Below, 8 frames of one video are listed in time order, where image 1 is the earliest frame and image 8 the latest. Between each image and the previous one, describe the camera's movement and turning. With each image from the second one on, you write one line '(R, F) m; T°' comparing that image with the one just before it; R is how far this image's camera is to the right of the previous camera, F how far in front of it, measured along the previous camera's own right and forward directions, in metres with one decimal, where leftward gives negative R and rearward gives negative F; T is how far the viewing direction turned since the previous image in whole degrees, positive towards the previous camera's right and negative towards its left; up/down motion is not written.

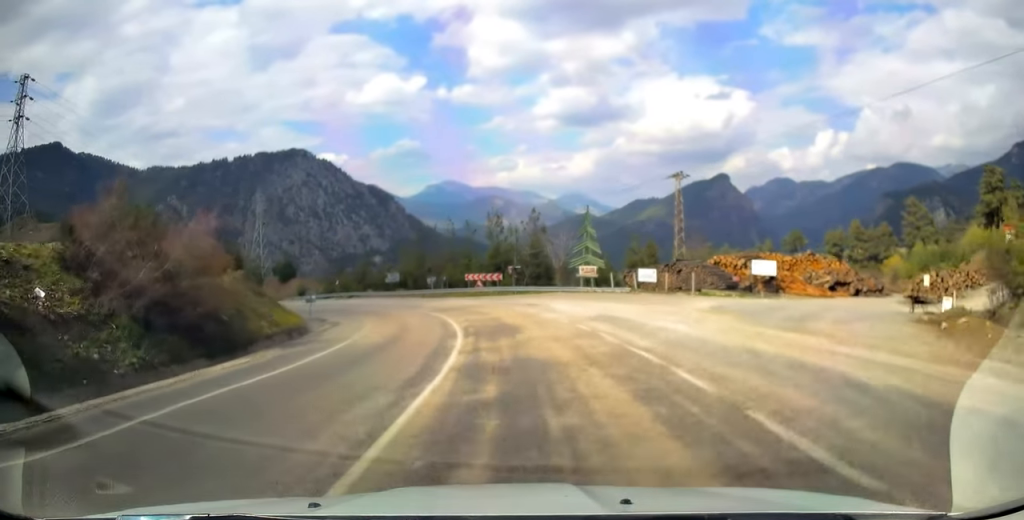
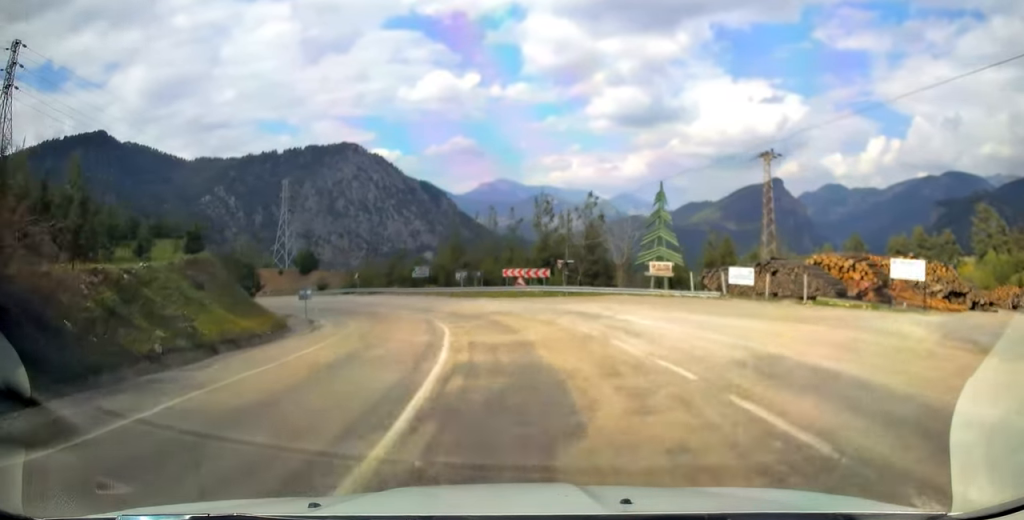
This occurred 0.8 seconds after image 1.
(-0.4, +11.8) m; -5°
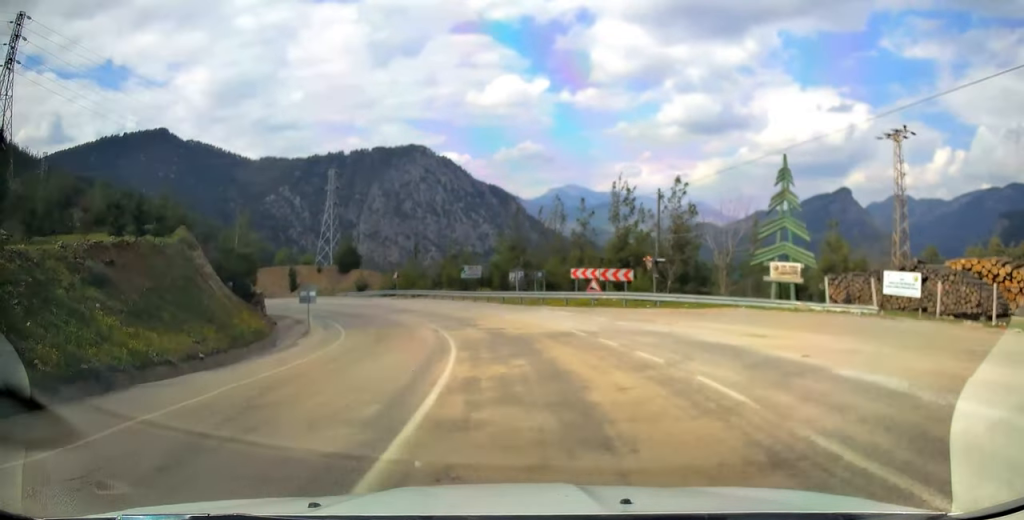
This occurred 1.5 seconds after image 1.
(-0.5, +10.8) m; -6°
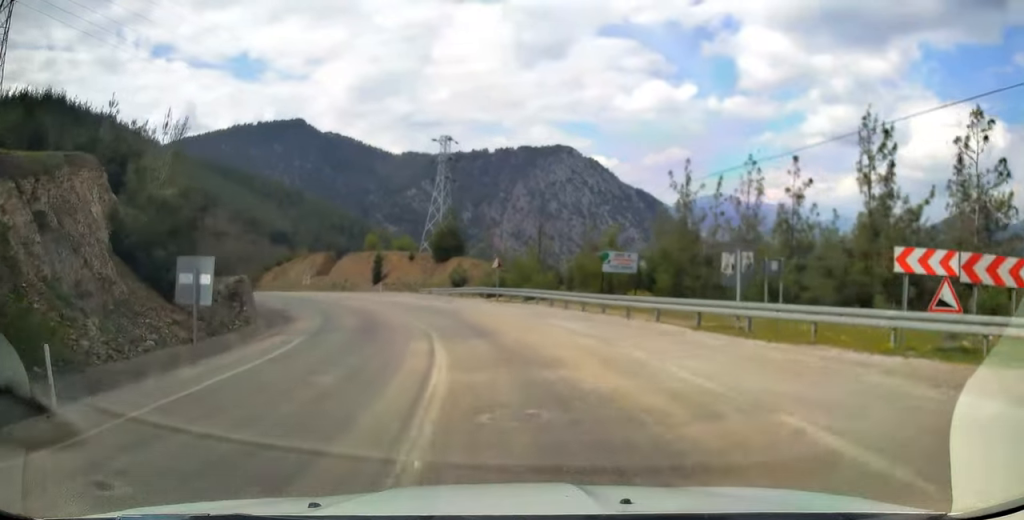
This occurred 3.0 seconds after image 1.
(-2.6, +21.2) m; -15°
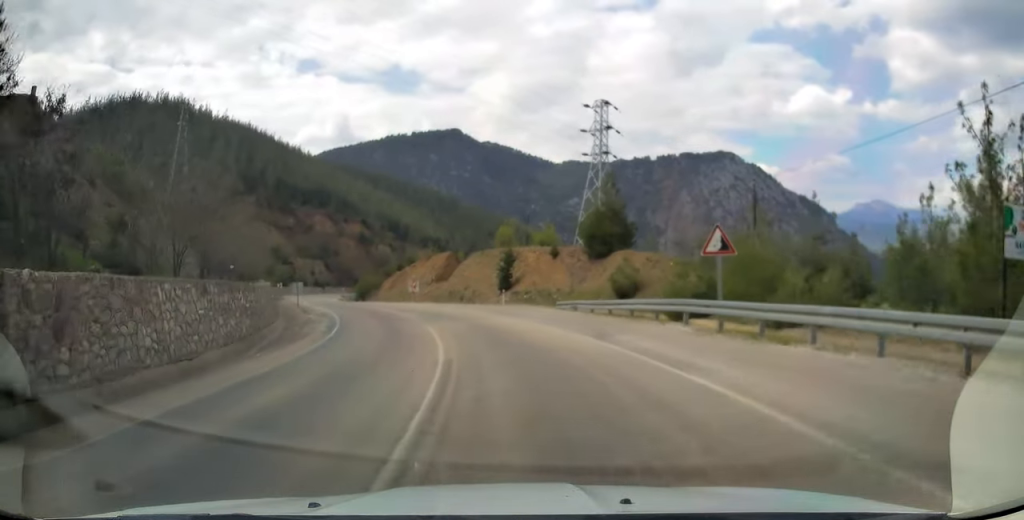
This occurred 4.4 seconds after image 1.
(-2.9, +20.2) m; -17°
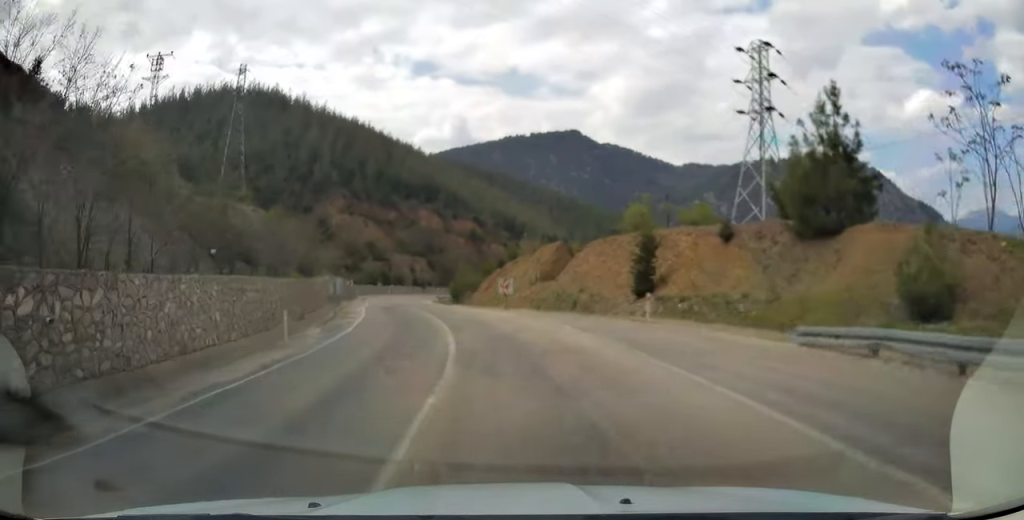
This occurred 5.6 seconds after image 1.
(-1.6, +17.2) m; -10°
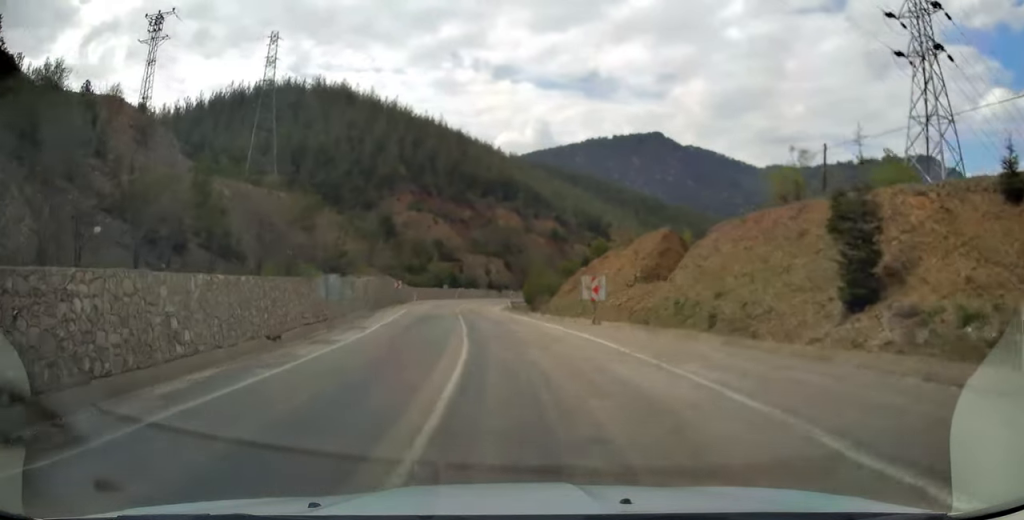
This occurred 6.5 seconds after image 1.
(-0.7, +13.4) m; -6°
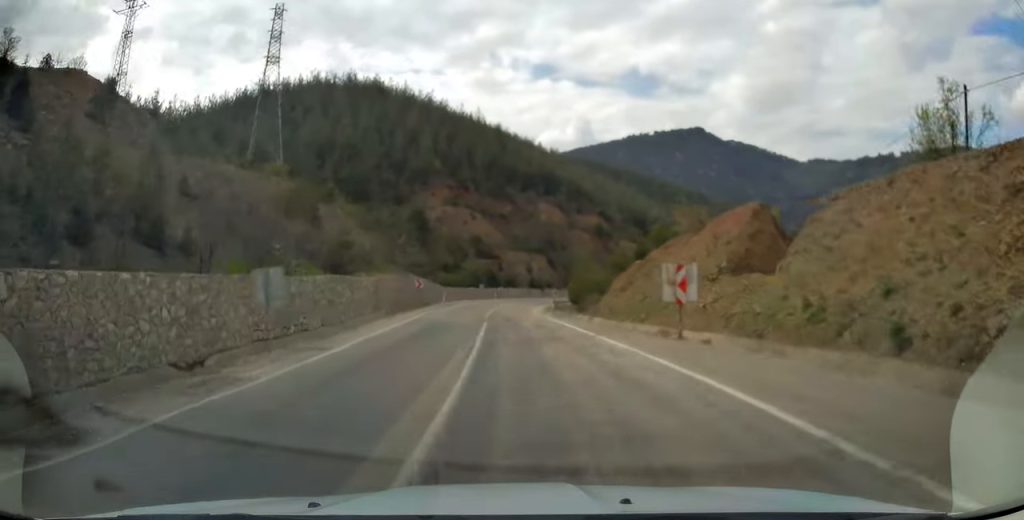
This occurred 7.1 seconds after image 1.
(-0.5, +8.5) m; -3°
